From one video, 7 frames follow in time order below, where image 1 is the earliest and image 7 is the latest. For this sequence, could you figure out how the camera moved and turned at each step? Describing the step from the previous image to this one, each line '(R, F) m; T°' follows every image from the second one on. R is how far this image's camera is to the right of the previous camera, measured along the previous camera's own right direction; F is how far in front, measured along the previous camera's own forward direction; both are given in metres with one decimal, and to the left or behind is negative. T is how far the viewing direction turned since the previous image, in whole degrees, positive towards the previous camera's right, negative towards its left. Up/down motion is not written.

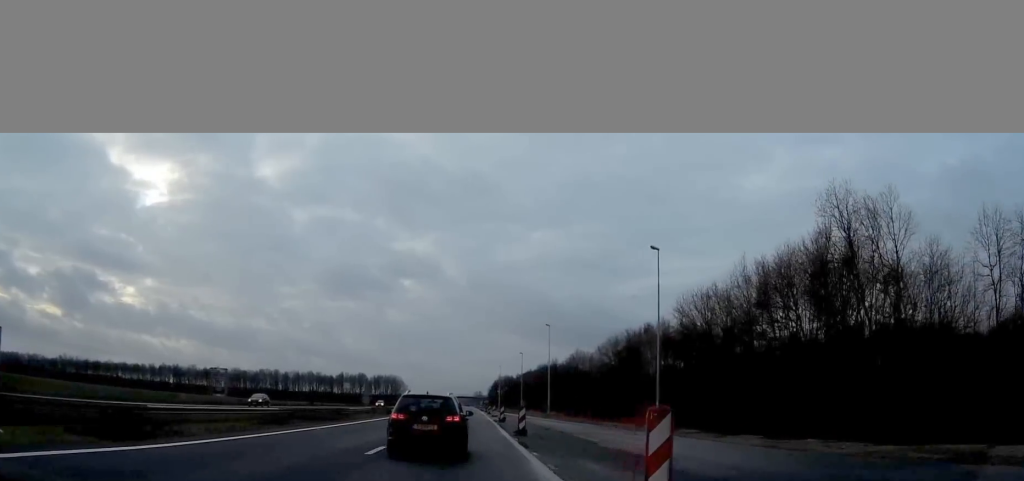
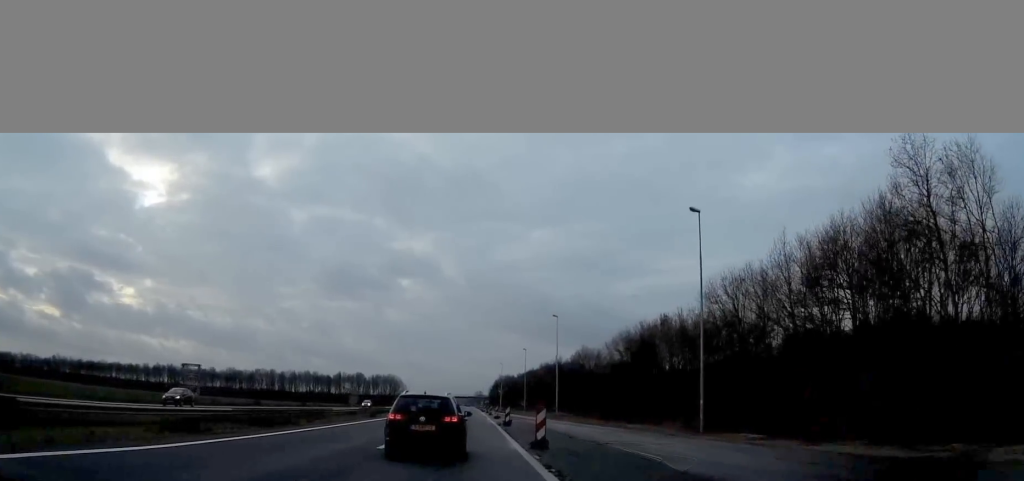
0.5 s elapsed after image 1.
(-0.1, +9.4) m; 0°
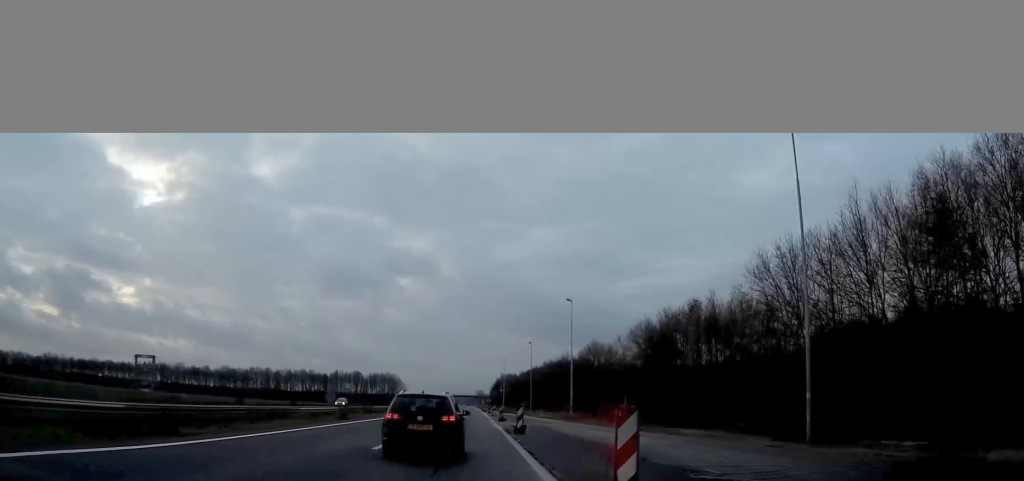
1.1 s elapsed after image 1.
(0.0, +12.6) m; 0°
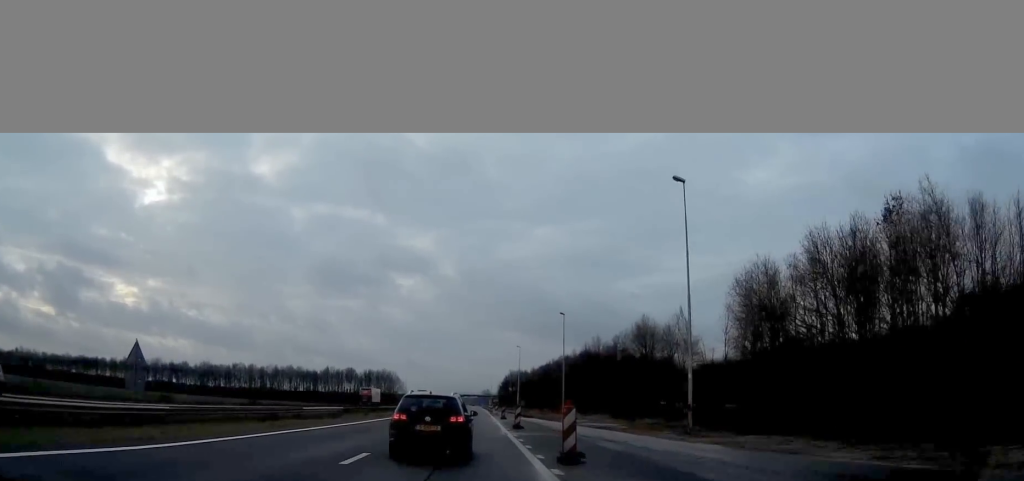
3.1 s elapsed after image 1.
(-0.1, +40.0) m; 0°
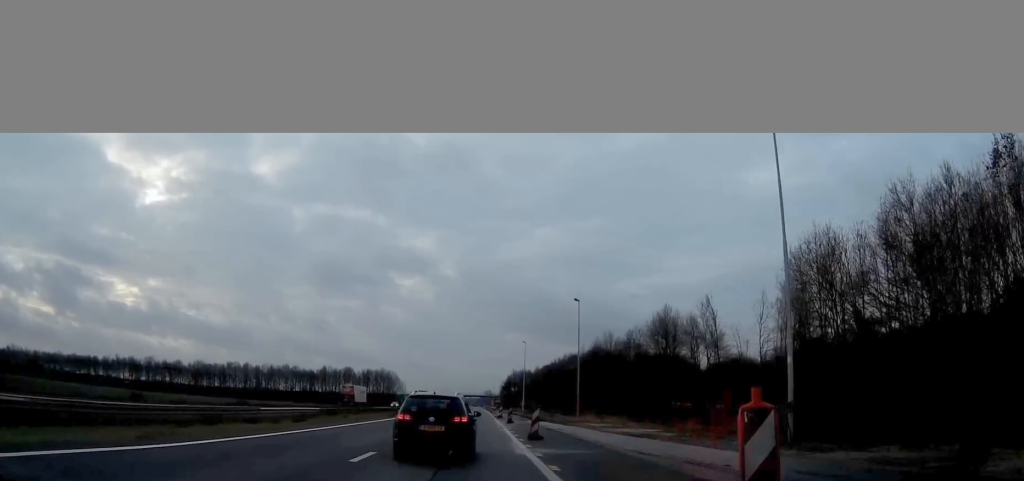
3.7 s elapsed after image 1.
(+0.1, +11.1) m; 0°
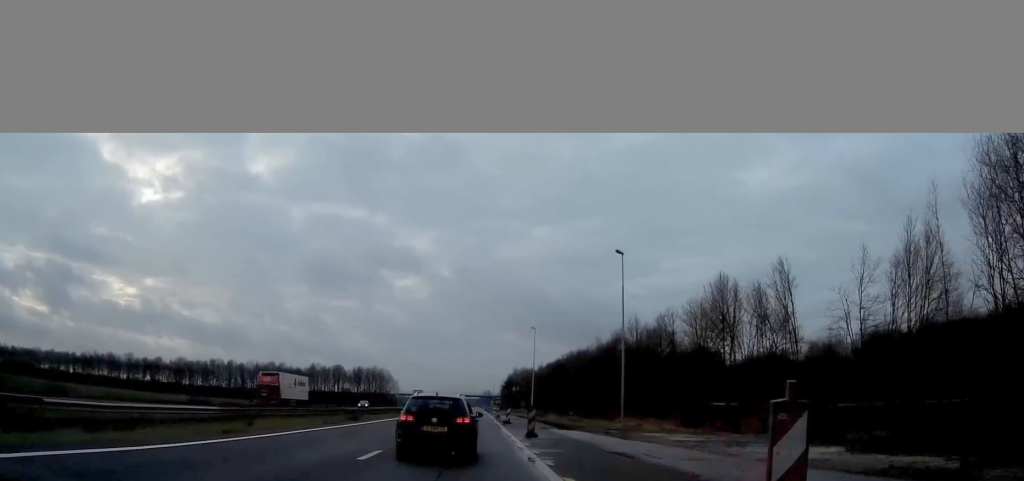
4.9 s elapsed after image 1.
(-0.1, +22.8) m; 0°
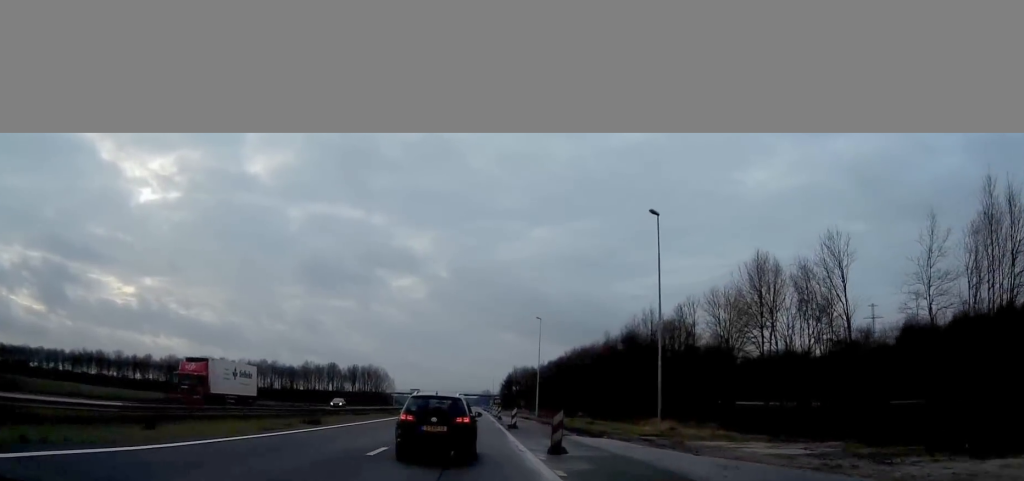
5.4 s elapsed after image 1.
(+0.1, +10.3) m; 0°
